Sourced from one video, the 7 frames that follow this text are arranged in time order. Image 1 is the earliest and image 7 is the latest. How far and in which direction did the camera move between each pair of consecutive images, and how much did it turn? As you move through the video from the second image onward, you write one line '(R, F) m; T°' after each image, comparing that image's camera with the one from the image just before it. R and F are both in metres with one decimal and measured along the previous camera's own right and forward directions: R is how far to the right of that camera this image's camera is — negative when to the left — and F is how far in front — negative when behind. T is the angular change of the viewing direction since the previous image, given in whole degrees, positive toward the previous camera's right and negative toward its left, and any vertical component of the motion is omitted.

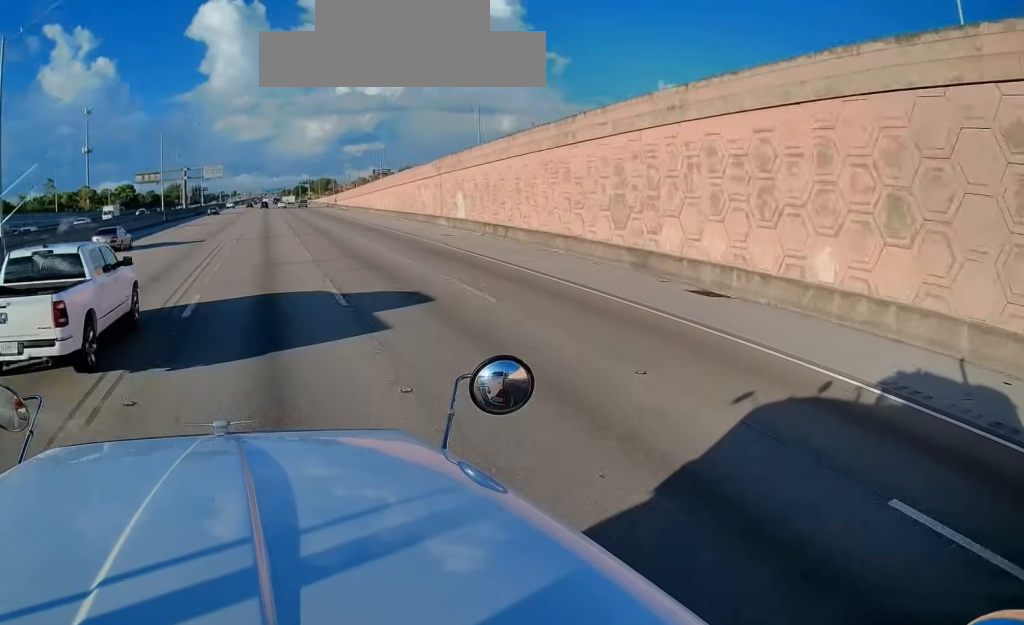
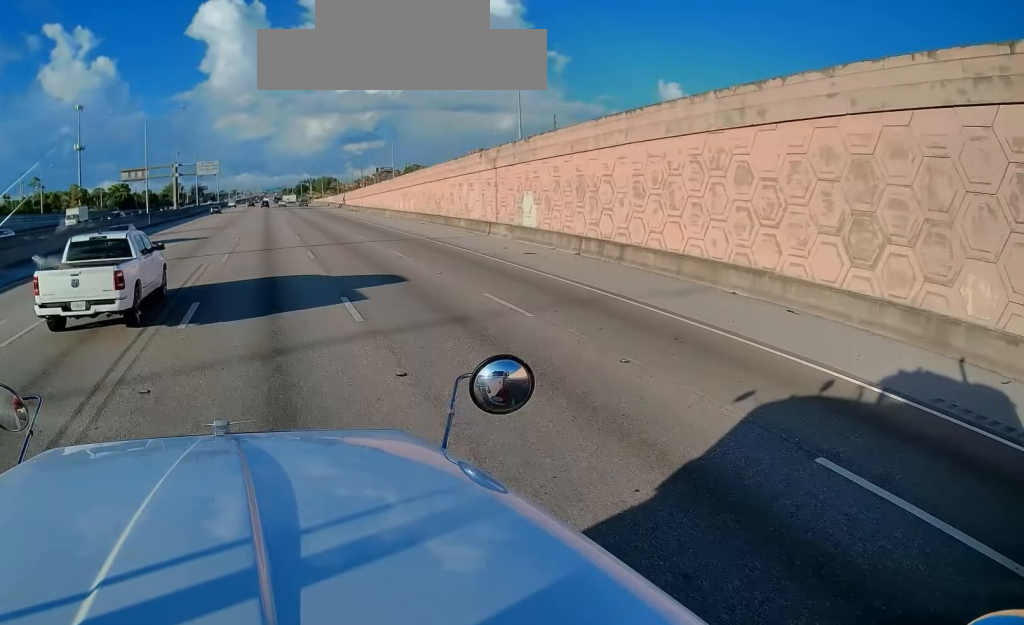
(+0.2, +13.0) m; +1°
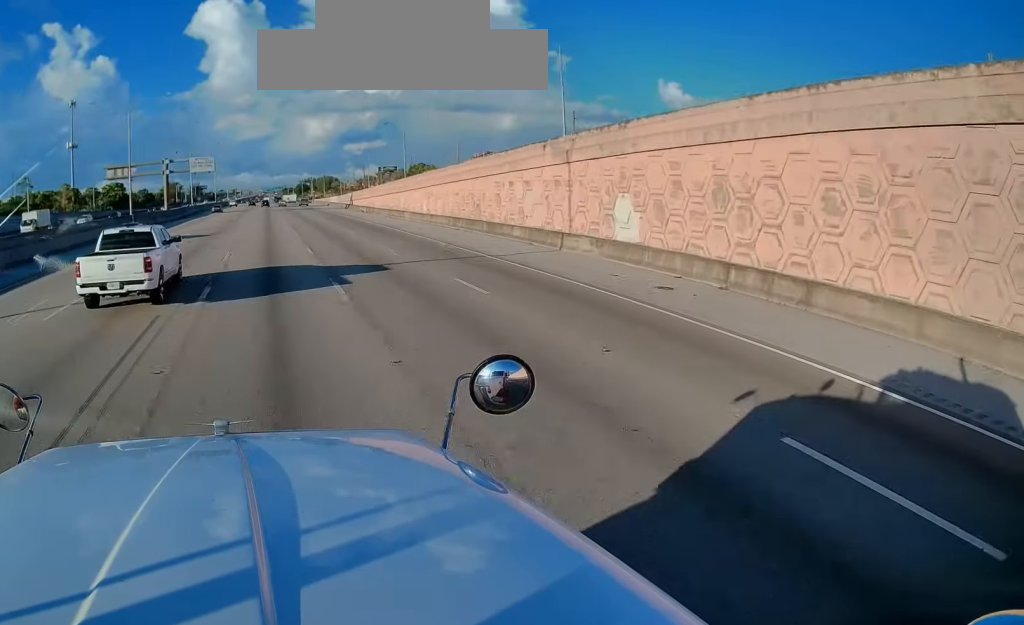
(0.0, +10.5) m; 0°
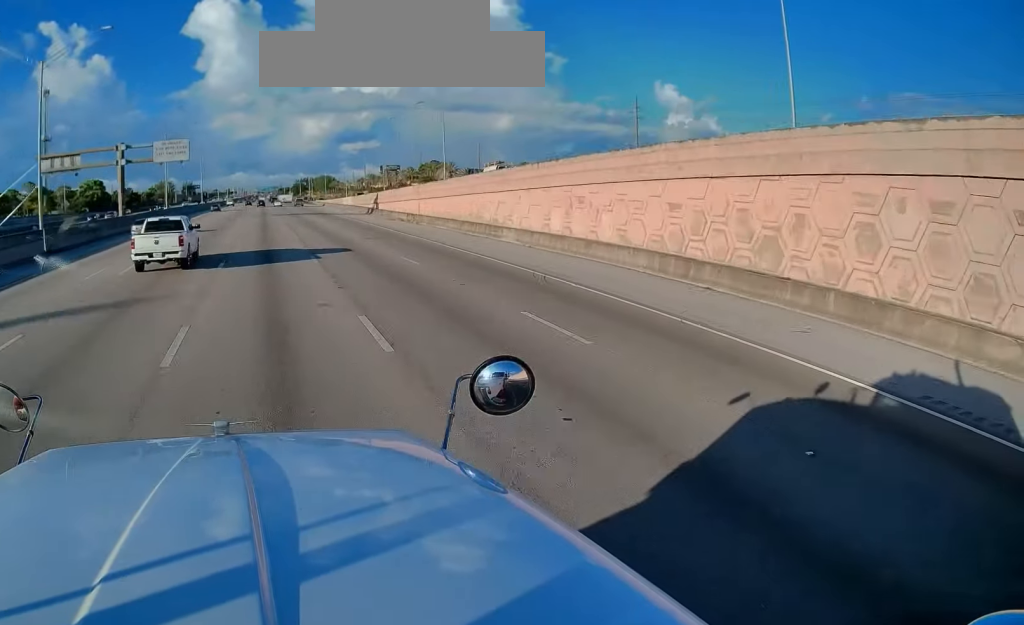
(0.0, +29.2) m; -1°
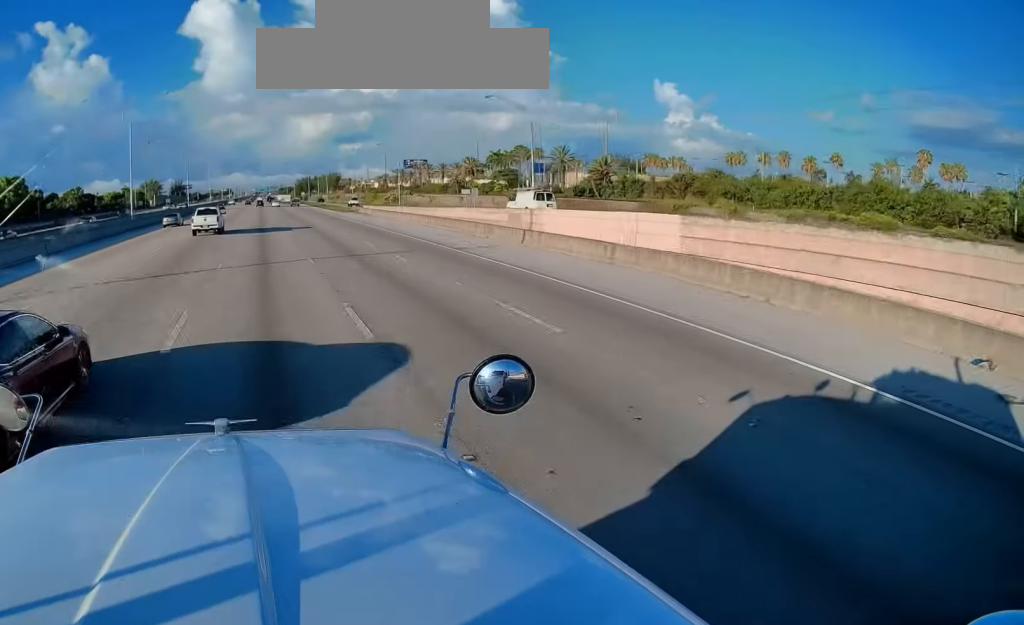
(-1.1, +86.4) m; 0°
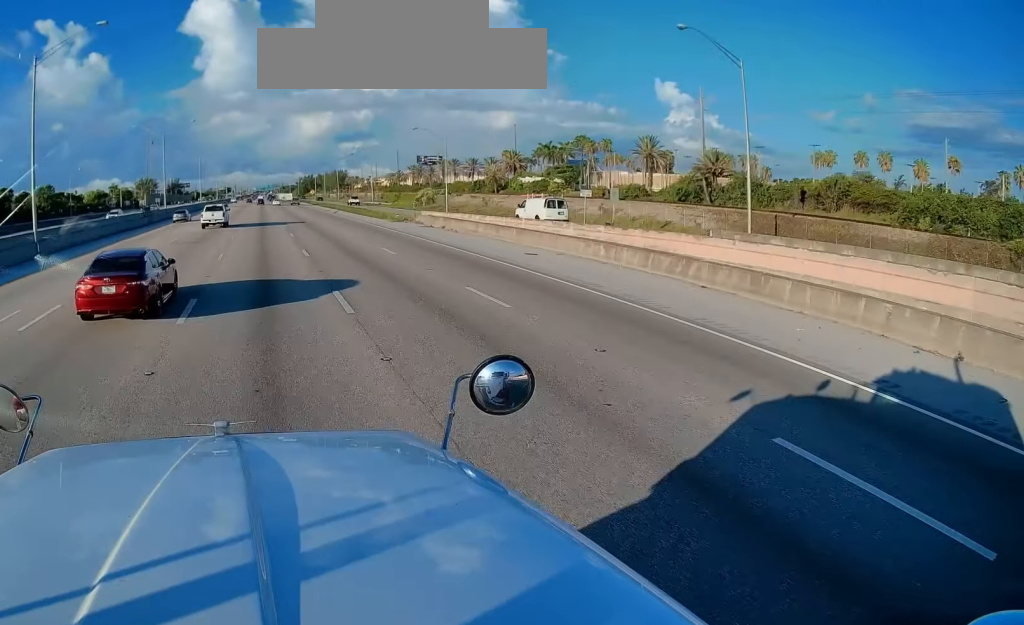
(+0.3, +34.2) m; 0°
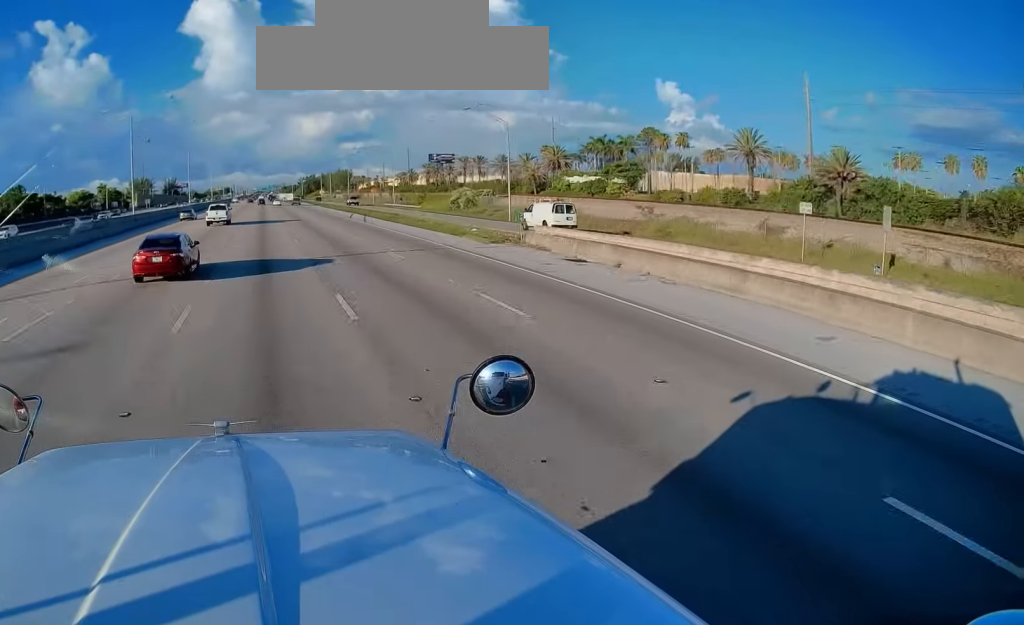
(-0.3, +25.9) m; 0°
